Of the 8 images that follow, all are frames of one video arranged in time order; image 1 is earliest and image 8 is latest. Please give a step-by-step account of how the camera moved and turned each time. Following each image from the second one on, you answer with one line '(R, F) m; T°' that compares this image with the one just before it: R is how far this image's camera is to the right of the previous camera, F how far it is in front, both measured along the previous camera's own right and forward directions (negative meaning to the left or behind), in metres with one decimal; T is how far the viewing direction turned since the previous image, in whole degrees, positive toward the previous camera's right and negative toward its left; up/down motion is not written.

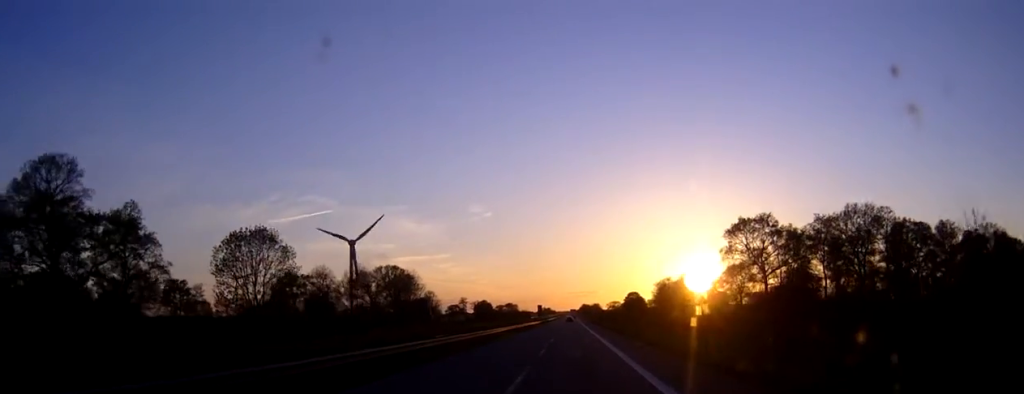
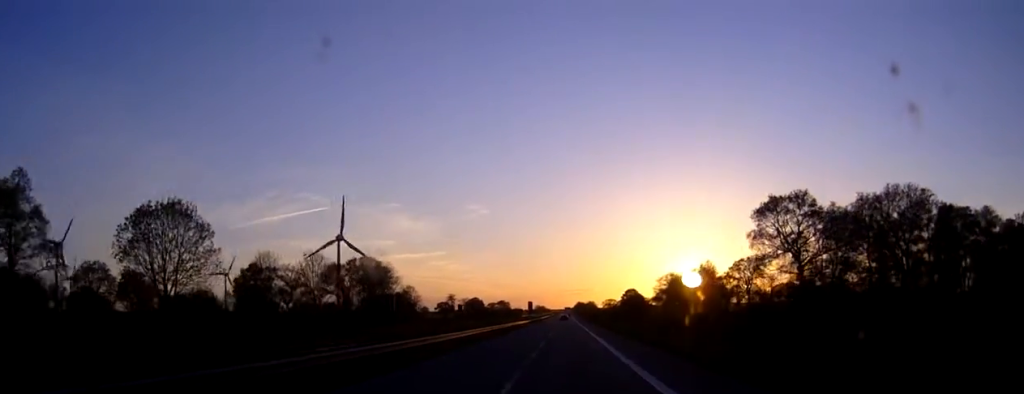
(0.0, +19.1) m; 0°
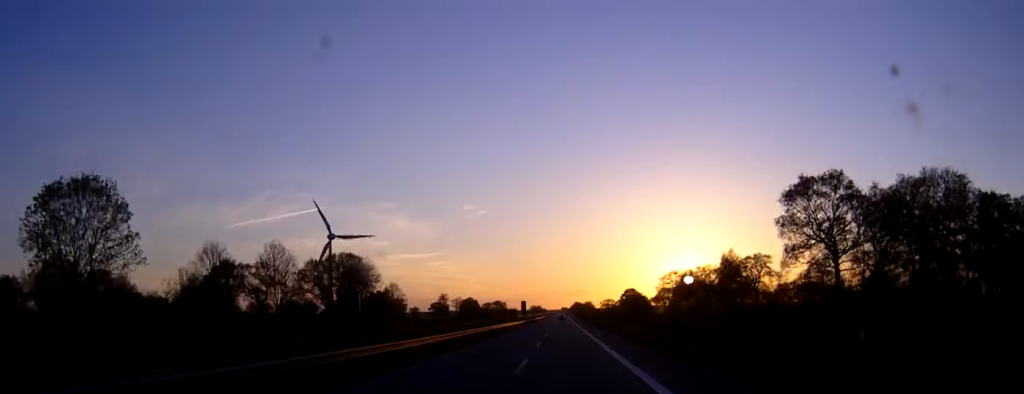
(0.0, +13.3) m; 0°
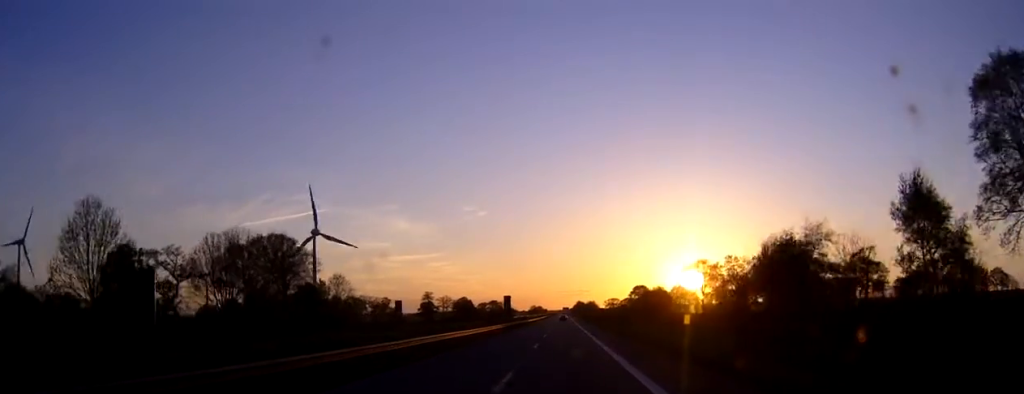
(0.0, +39.8) m; 0°
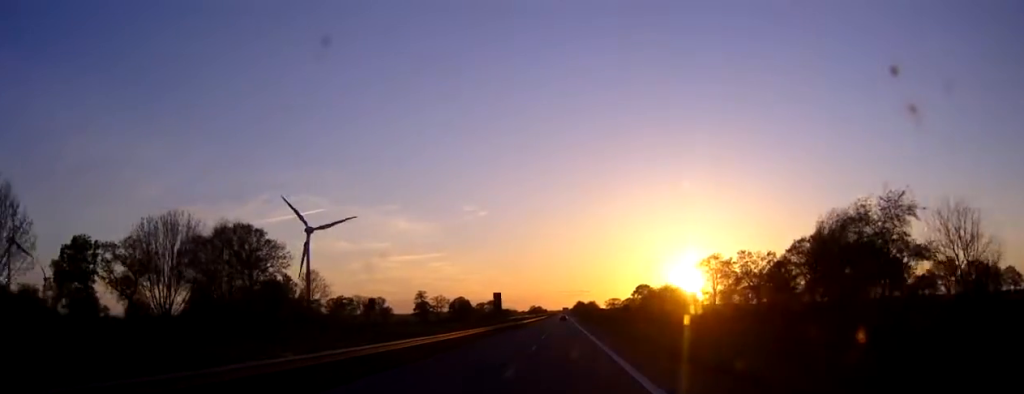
(0.0, +13.2) m; 0°
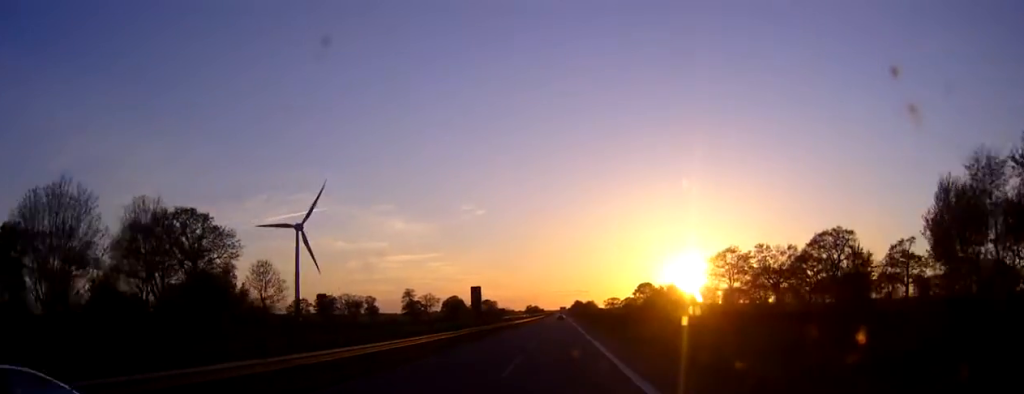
(0.0, +17.0) m; 0°
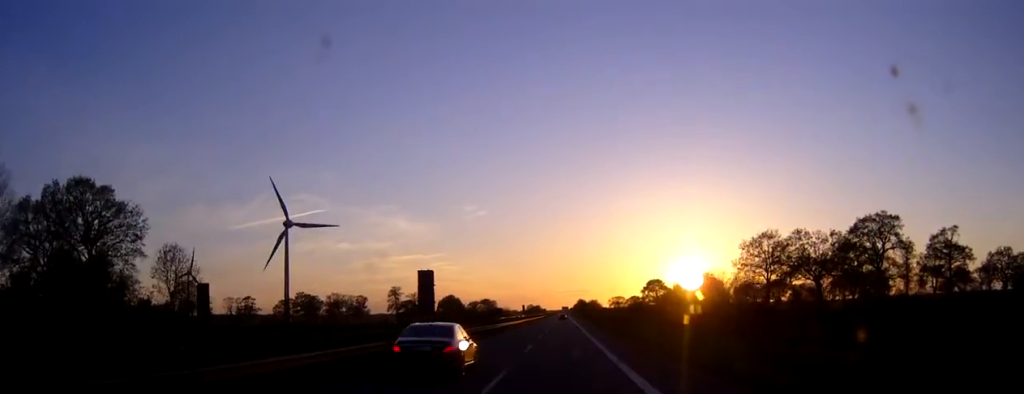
(0.0, +23.5) m; 0°
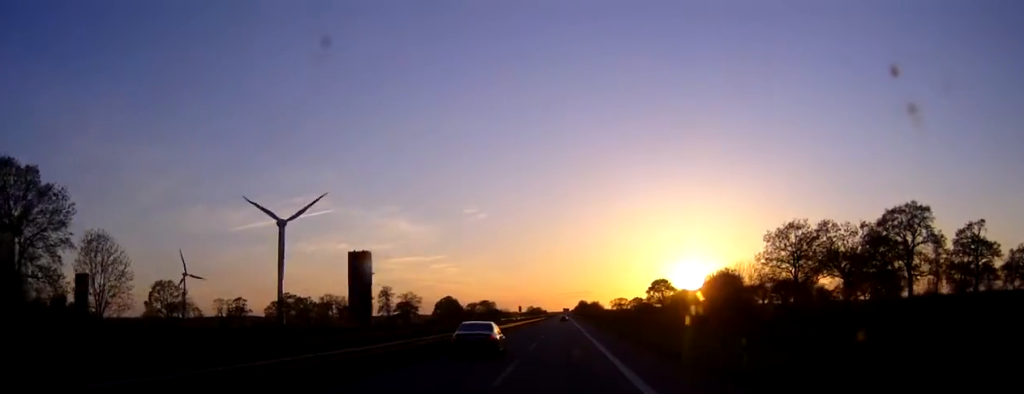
(0.0, +13.2) m; 0°
